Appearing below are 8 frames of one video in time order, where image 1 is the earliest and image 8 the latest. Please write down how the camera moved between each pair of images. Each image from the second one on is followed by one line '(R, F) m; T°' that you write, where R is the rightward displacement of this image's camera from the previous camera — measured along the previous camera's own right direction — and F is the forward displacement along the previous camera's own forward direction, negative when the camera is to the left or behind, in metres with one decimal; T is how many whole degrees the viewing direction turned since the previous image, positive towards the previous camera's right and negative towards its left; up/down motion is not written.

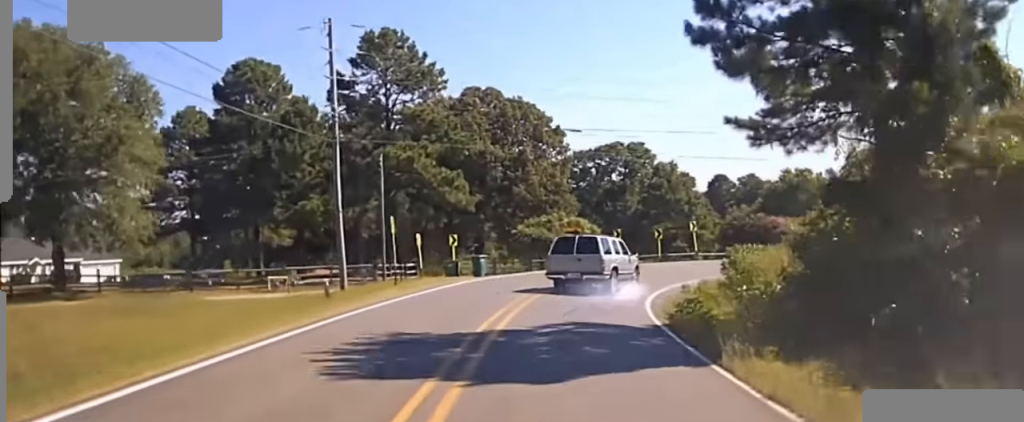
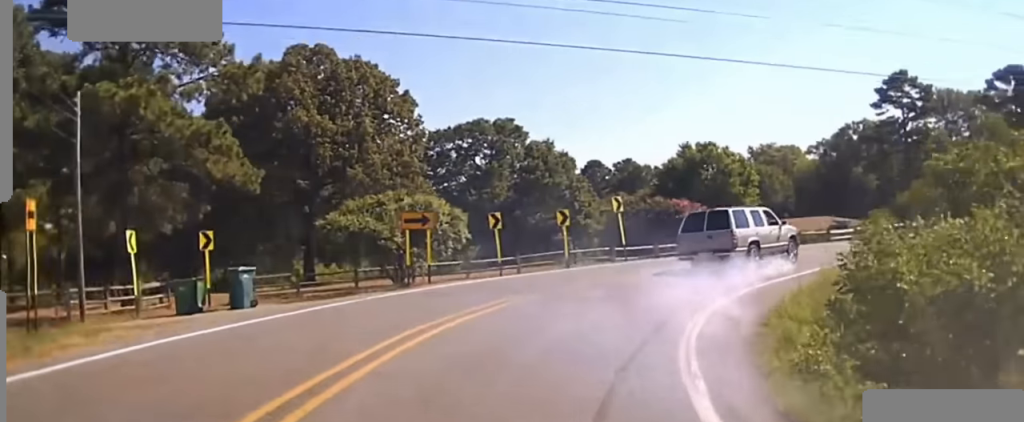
(+0.8, +23.2) m; +6°
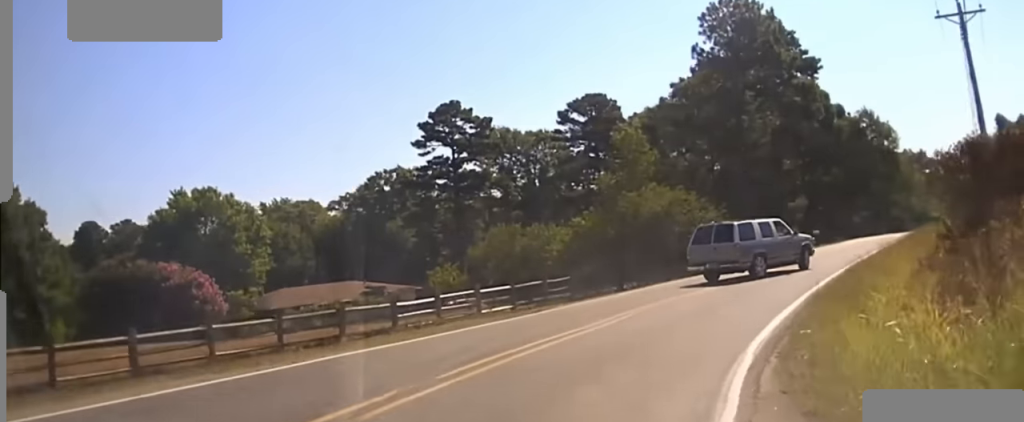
(+2.4, +25.2) m; +24°
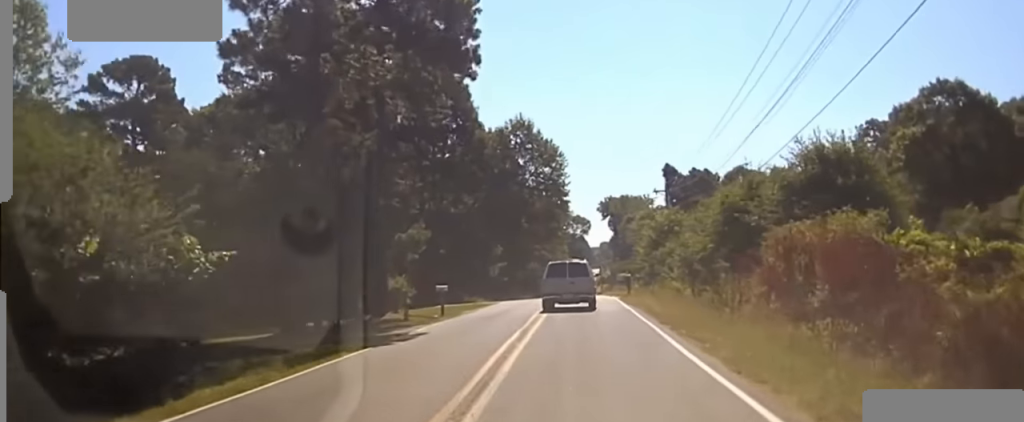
(+12.0, +28.8) m; +29°
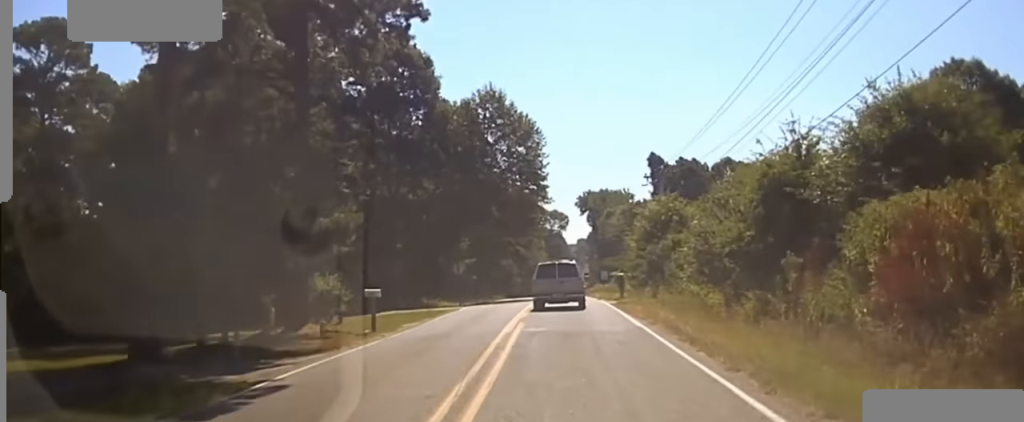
(+0.2, +11.1) m; +2°
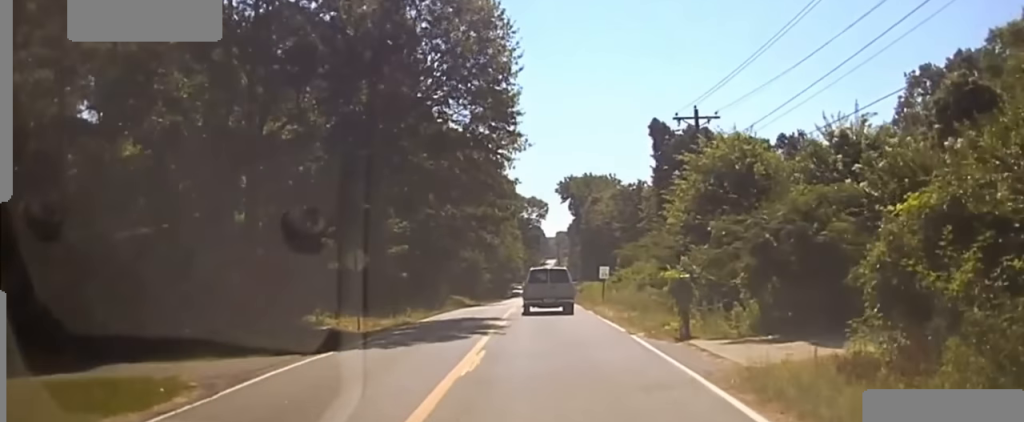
(+1.1, +27.2) m; +4°
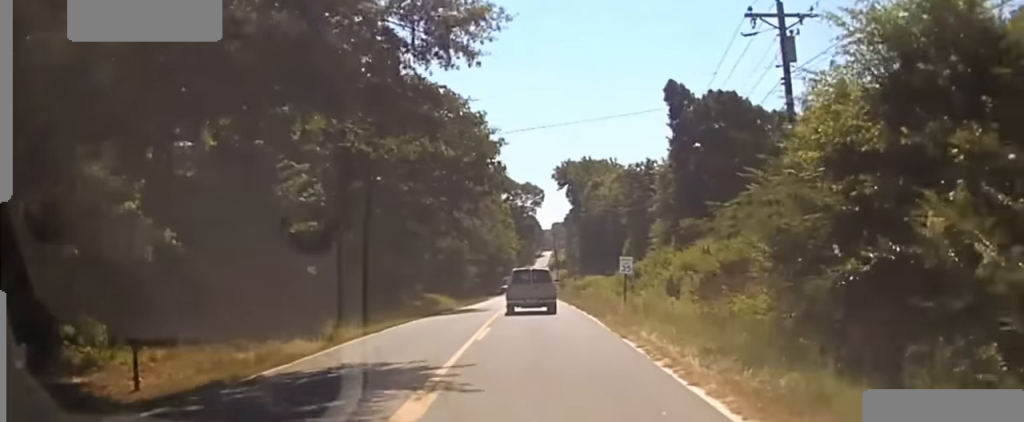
(+0.1, +14.2) m; +1°
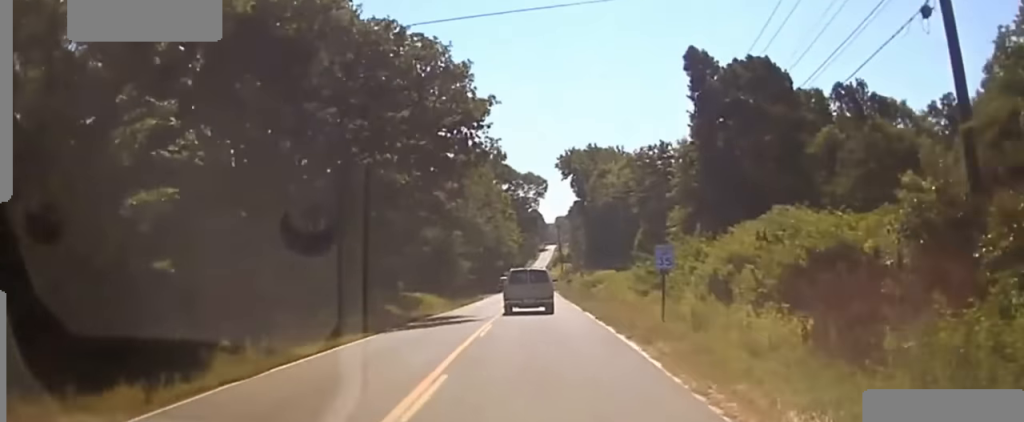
(-0.1, +11.4) m; 0°
